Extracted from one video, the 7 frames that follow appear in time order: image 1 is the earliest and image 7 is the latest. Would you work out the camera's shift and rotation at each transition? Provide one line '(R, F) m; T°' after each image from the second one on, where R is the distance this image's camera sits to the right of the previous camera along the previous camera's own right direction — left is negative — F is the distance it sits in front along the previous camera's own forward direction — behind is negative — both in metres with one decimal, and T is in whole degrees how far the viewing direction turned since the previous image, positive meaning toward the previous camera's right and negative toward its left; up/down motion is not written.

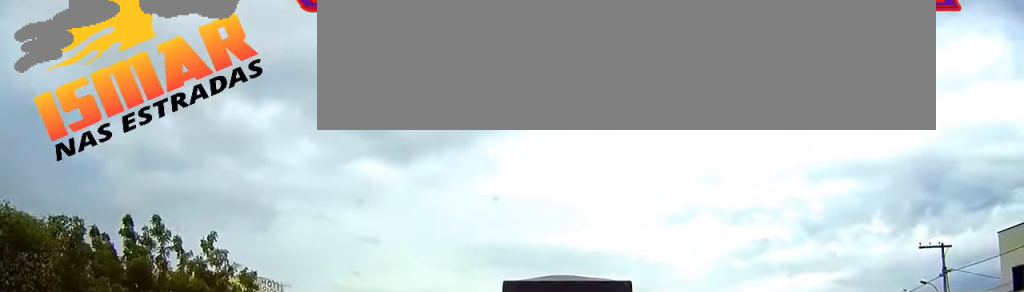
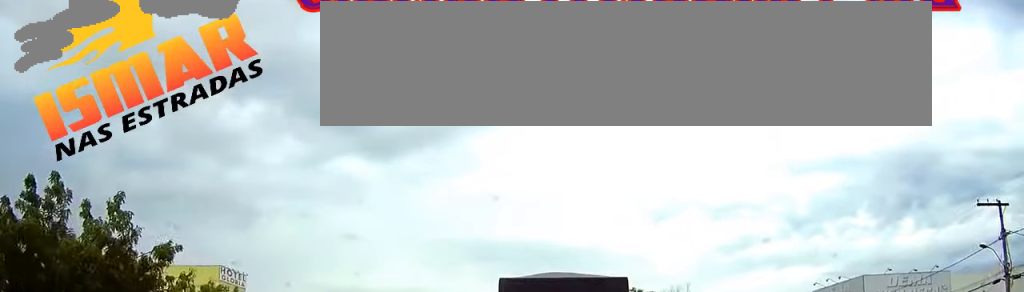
(+0.2, +6.9) m; +1°
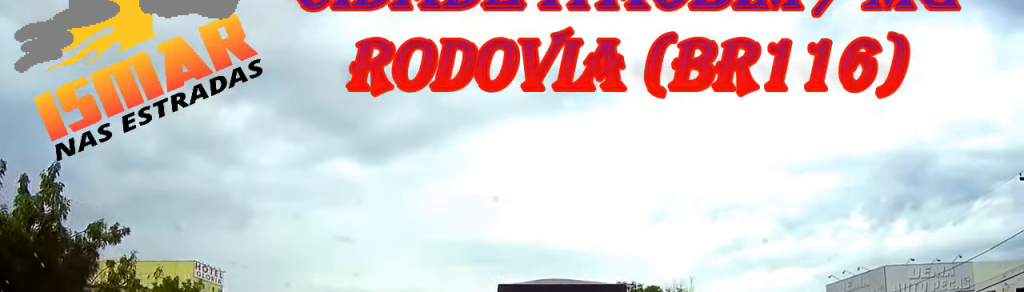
(0.0, +4.0) m; 0°
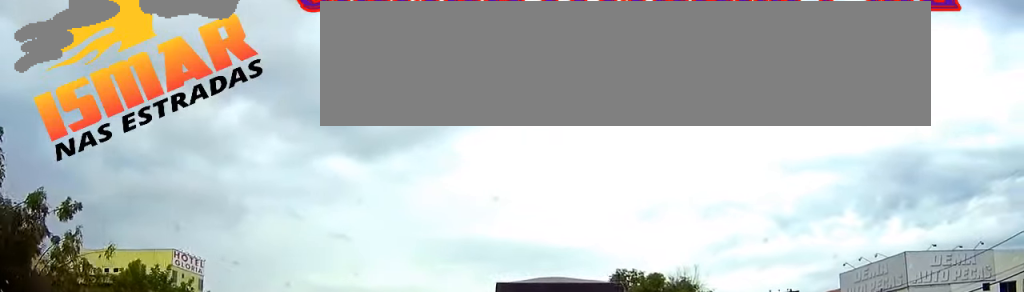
(0.0, +3.2) m; 0°
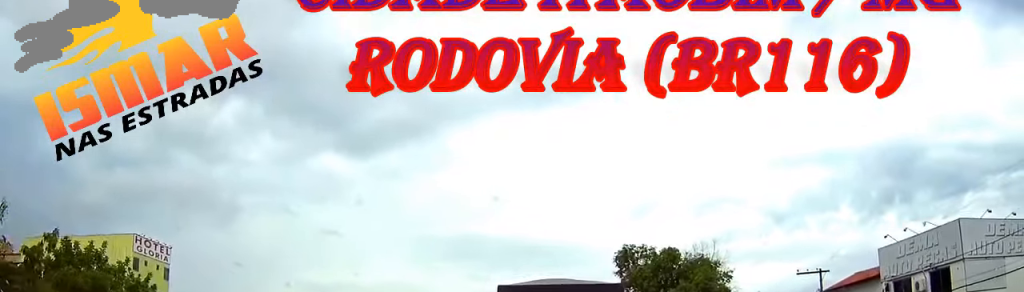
(+0.1, +6.2) m; +1°
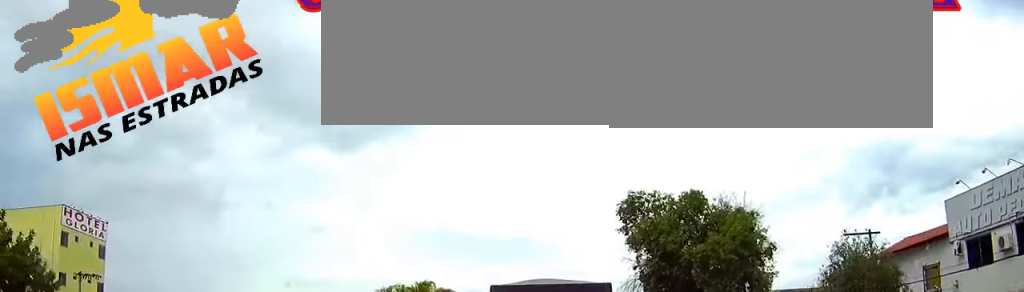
(+0.1, +8.9) m; +1°
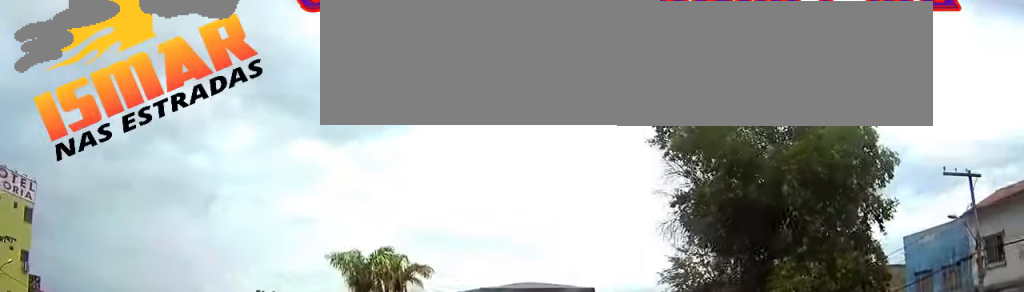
(0.0, +10.2) m; 0°
